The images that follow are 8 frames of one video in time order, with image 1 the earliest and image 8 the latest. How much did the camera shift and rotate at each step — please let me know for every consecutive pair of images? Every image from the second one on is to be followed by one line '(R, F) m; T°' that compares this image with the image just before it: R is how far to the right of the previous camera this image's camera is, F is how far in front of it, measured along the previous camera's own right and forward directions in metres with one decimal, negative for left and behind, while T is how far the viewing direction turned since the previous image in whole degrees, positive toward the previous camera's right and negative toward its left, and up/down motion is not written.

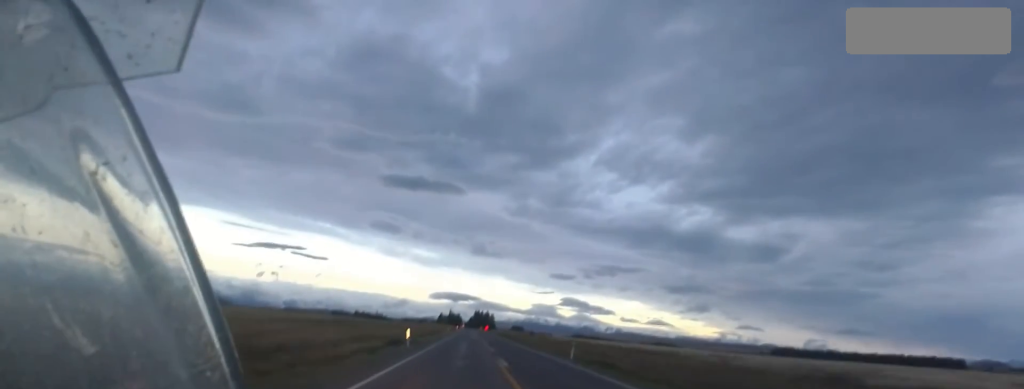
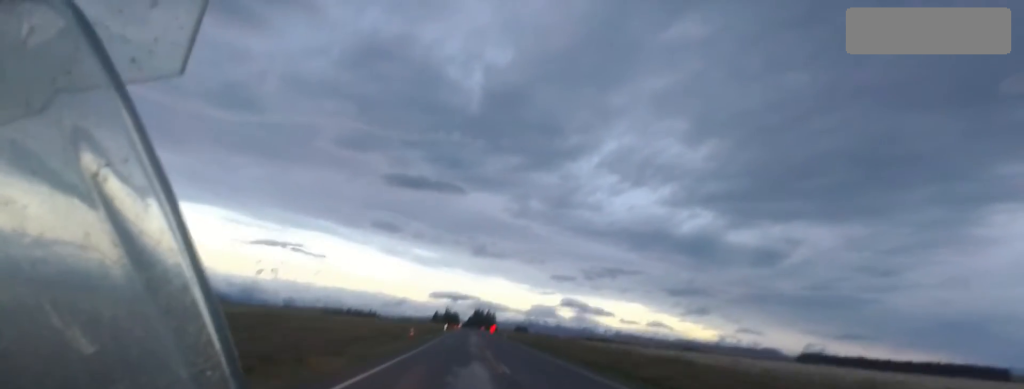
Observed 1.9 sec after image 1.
(+0.2, +53.8) m; -1°
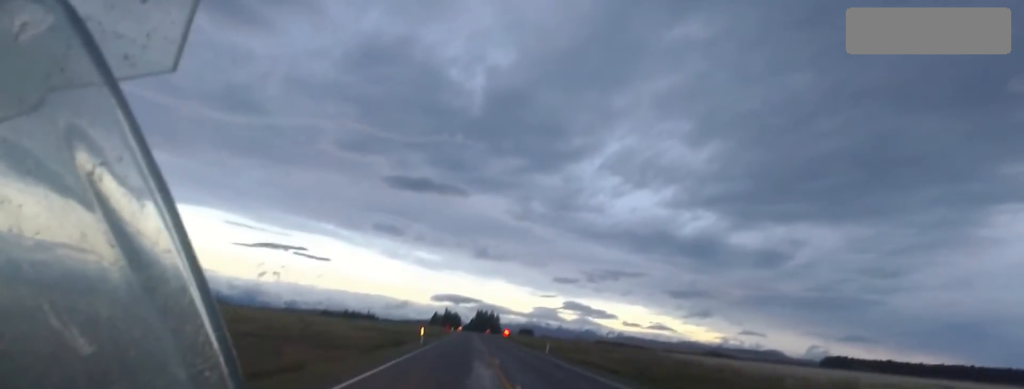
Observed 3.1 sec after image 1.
(+0.3, +35.3) m; +1°
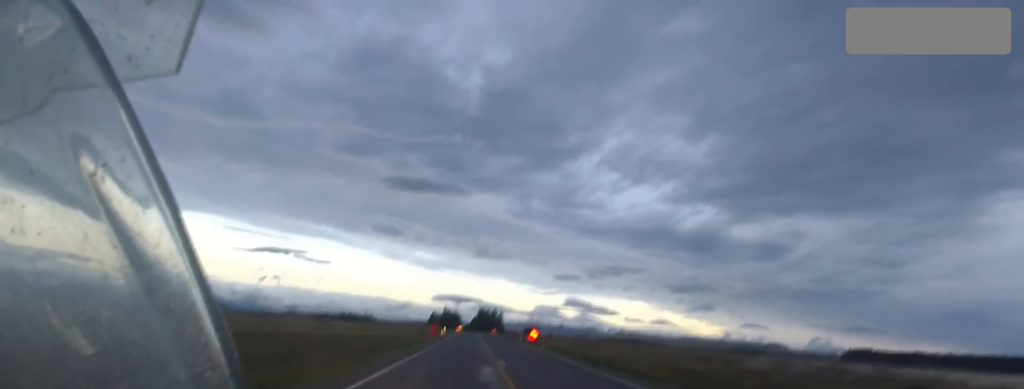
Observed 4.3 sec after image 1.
(+0.5, +31.7) m; +1°
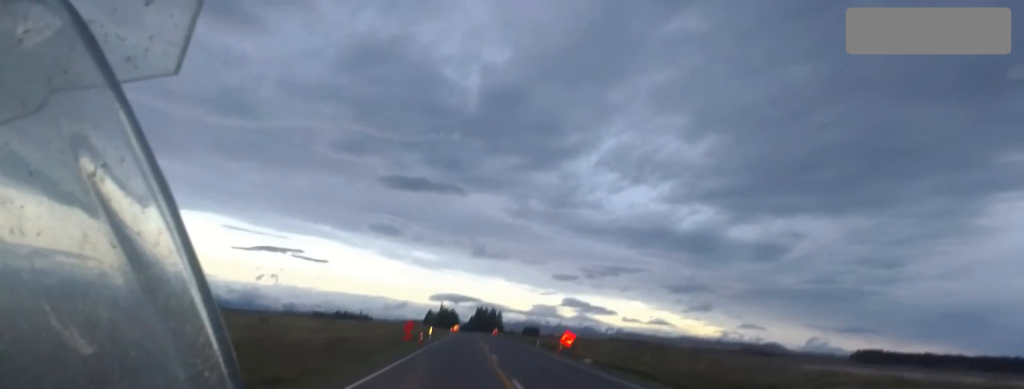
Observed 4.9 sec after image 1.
(+0.5, +16.6) m; -1°
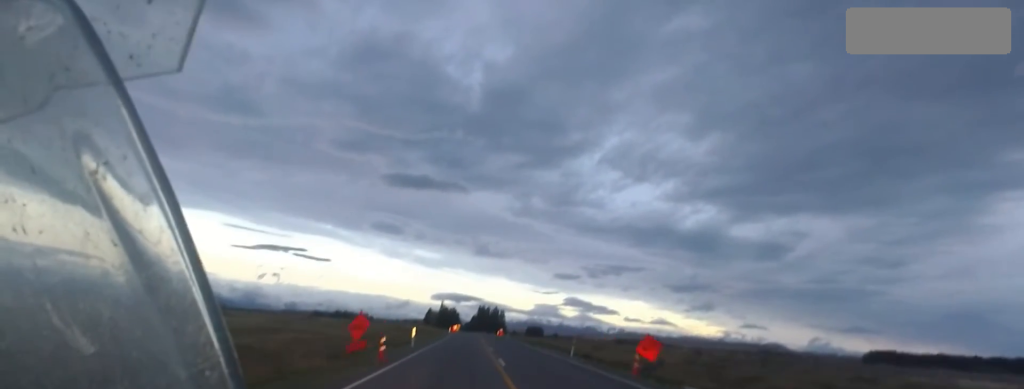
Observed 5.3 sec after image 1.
(-0.6, +12.5) m; -1°
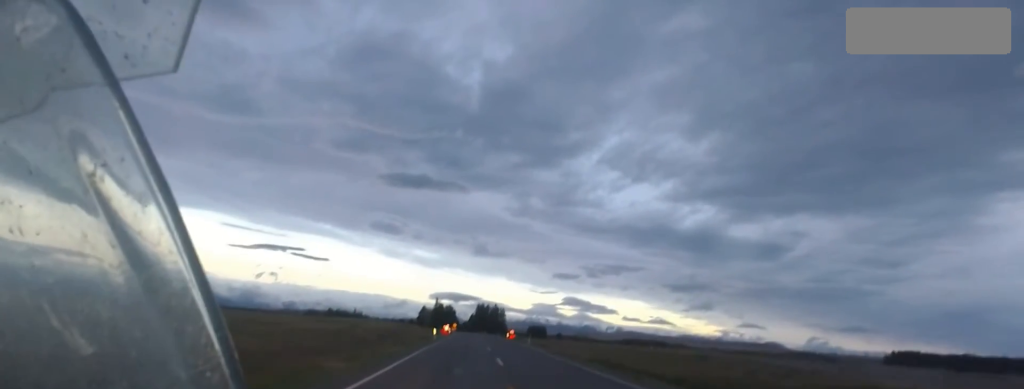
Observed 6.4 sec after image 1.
(-0.5, +28.4) m; +1°
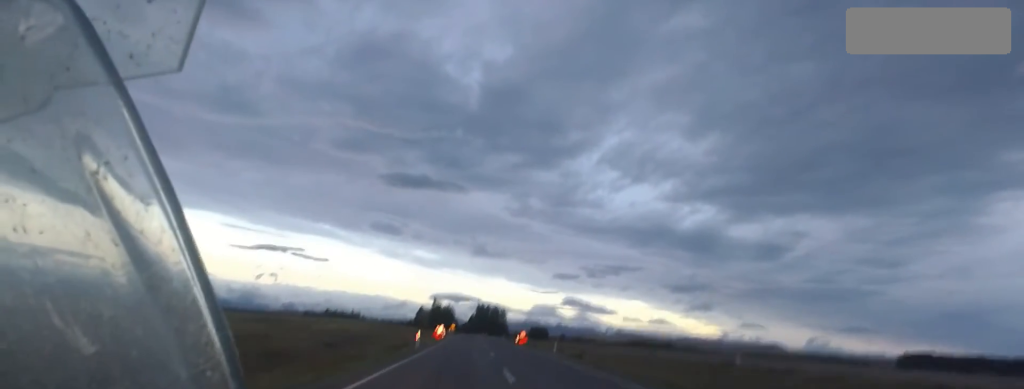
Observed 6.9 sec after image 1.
(0.0, +14.1) m; +2°
